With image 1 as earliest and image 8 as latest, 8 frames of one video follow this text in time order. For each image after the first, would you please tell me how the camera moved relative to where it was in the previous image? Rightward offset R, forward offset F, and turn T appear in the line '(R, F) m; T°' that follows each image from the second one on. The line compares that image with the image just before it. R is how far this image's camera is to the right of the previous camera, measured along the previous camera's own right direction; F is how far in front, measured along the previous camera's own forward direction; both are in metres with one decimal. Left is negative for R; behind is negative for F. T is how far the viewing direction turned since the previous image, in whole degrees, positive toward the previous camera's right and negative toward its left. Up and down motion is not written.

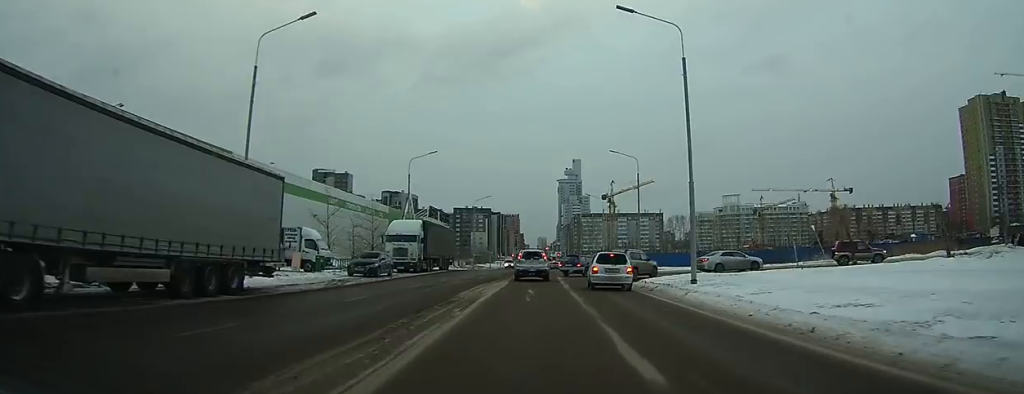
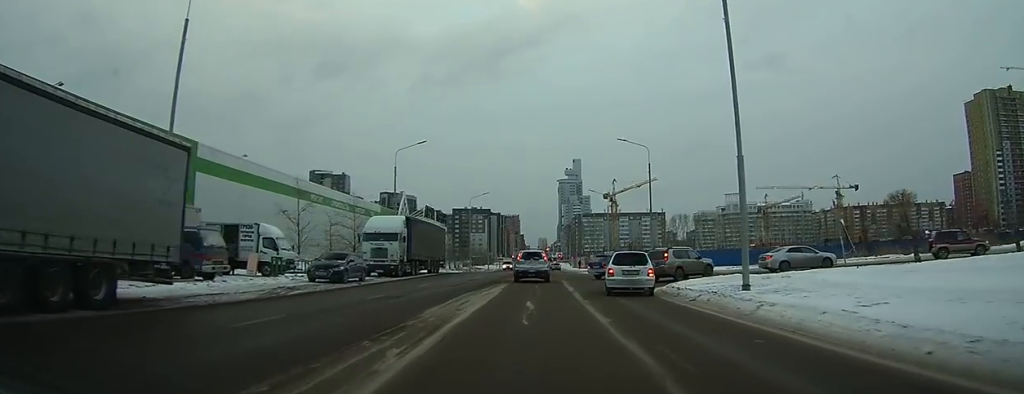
(-0.1, +6.2) m; 0°
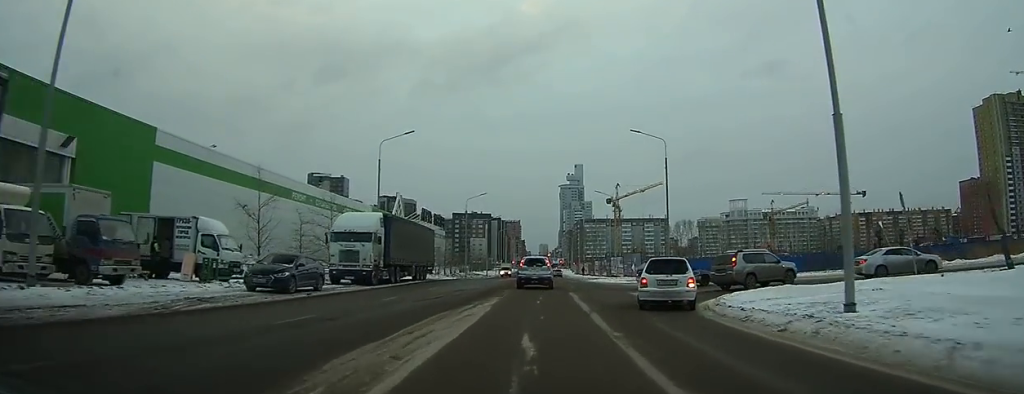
(+0.1, +6.3) m; 0°
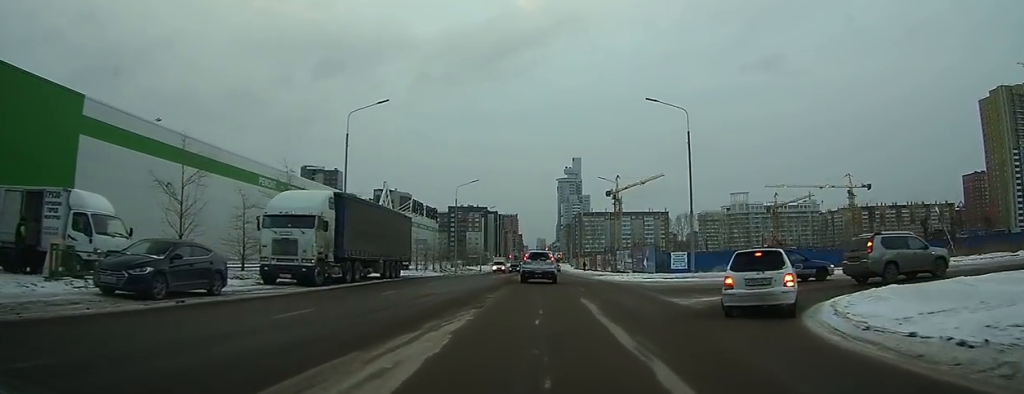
(+0.1, +8.1) m; 0°
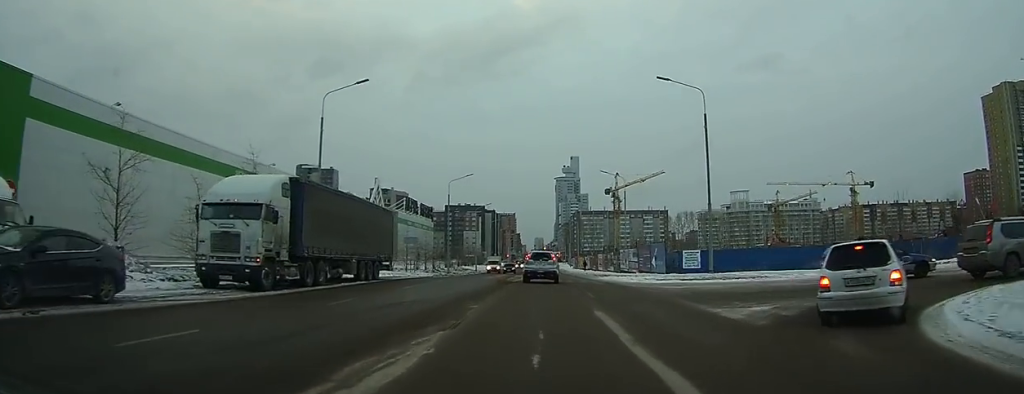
(0.0, +4.7) m; 0°
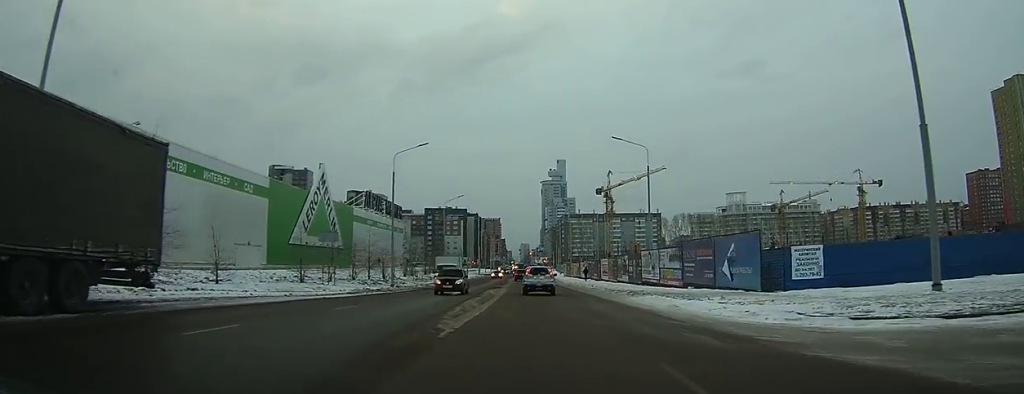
(+0.4, +21.8) m; +2°
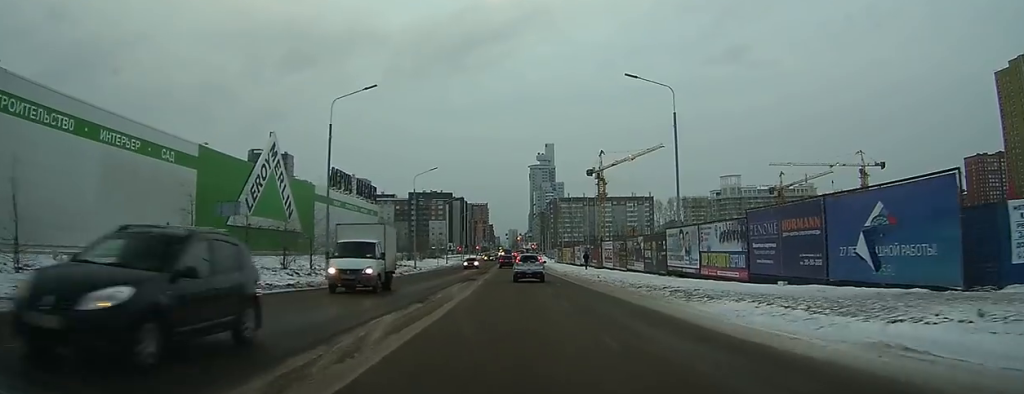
(+0.1, +12.8) m; +1°
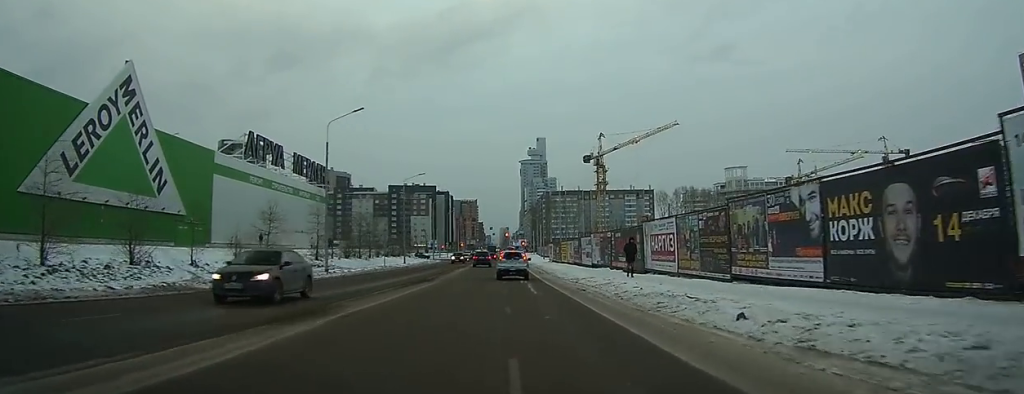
(-0.5, +26.7) m; -3°
